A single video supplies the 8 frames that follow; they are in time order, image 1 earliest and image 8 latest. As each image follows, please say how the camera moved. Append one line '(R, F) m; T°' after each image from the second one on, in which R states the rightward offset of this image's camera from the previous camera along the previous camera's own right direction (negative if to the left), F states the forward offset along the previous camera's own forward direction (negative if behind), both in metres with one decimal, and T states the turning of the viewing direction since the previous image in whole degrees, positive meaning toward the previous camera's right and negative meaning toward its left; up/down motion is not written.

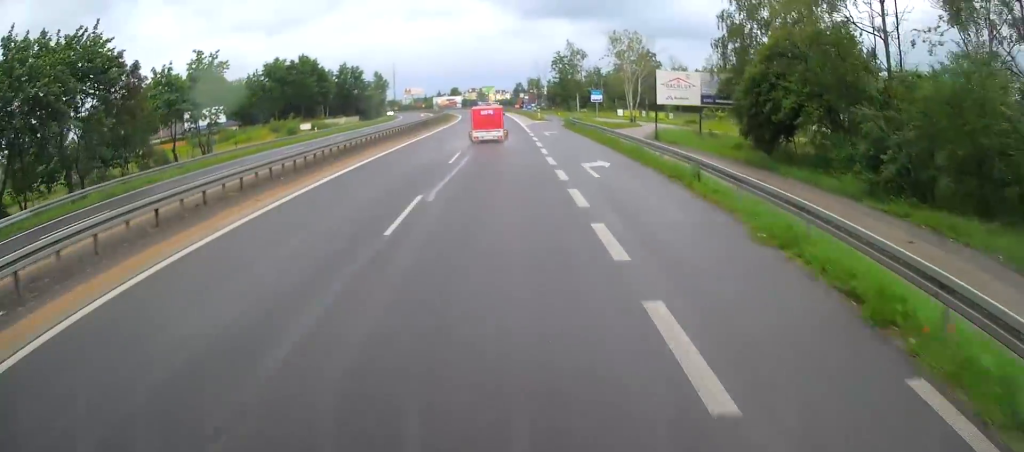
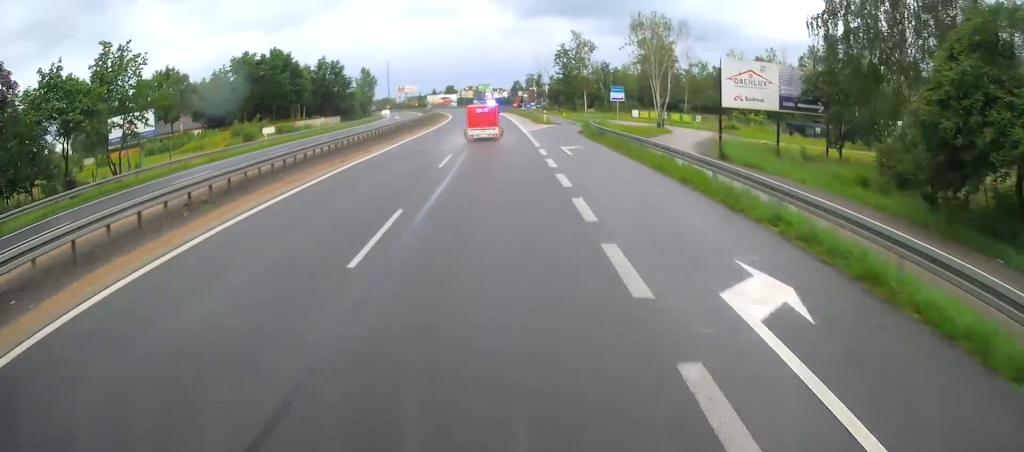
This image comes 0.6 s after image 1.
(-0.1, +13.8) m; 0°
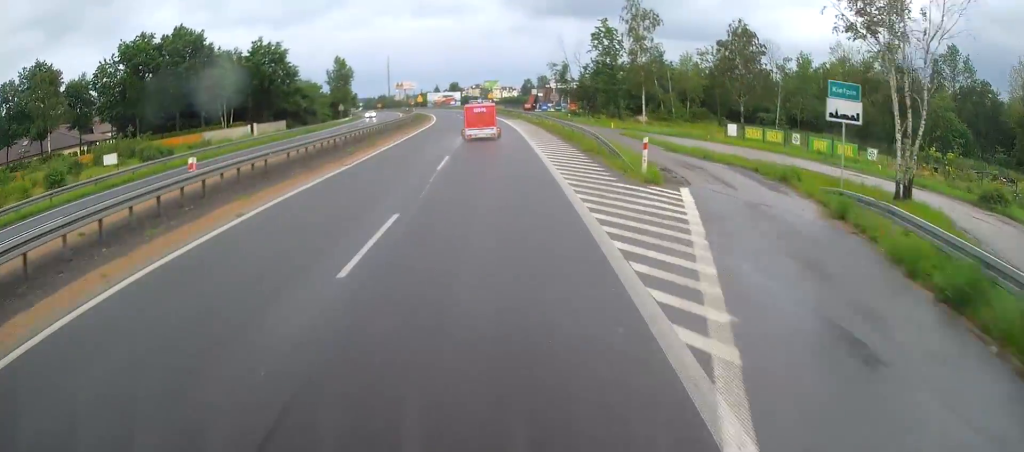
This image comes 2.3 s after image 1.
(+0.4, +35.5) m; 0°
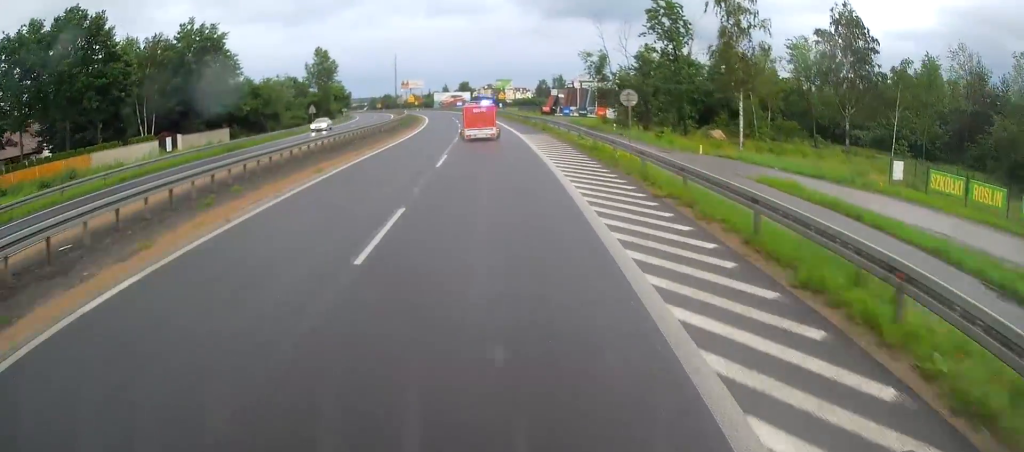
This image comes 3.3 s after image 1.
(-0.2, +22.8) m; -1°
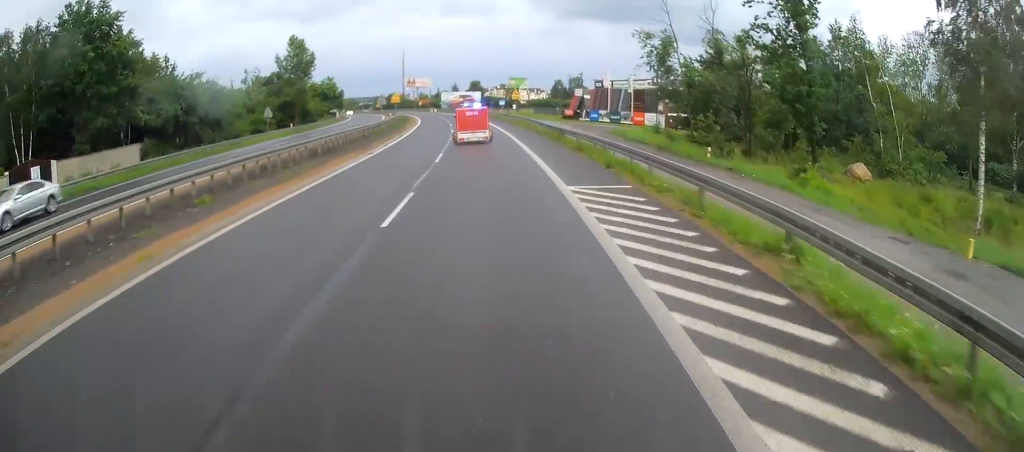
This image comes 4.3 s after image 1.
(-0.3, +20.9) m; -1°
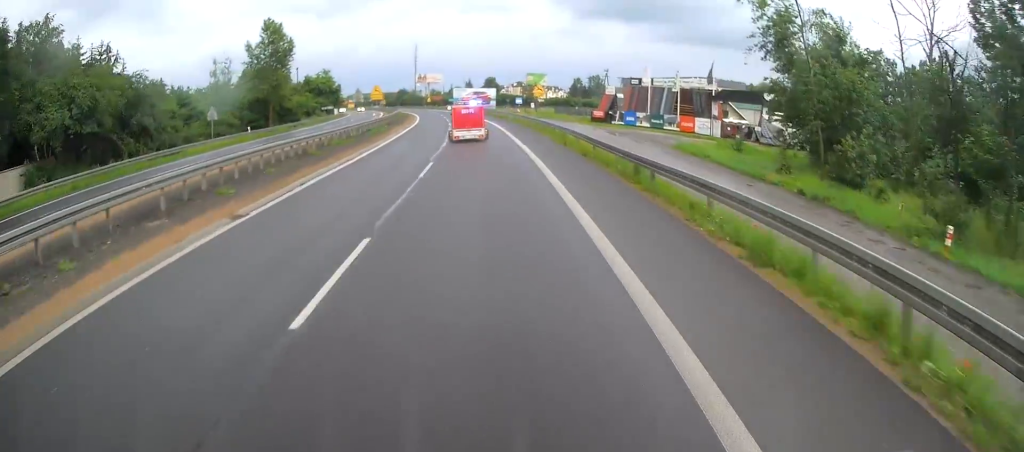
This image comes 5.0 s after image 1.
(-0.1, +16.6) m; -2°
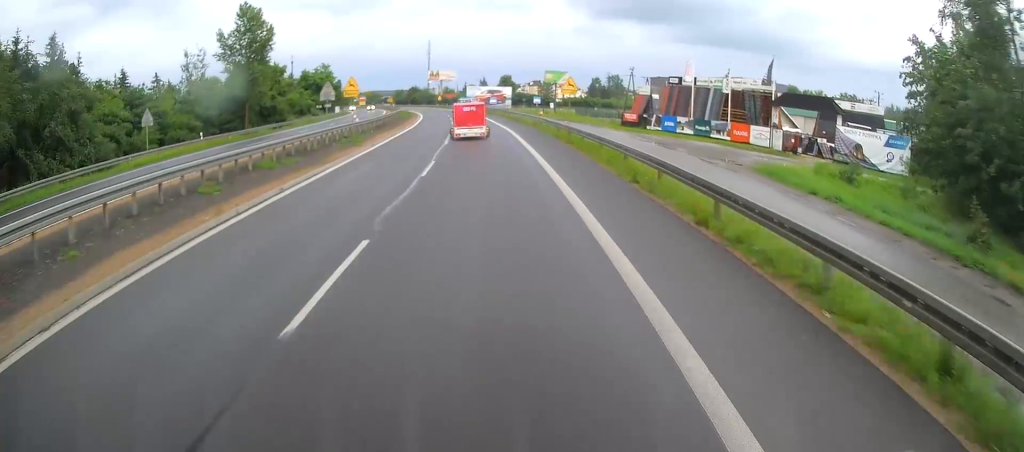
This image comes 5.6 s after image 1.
(+0.1, +12.2) m; -2°
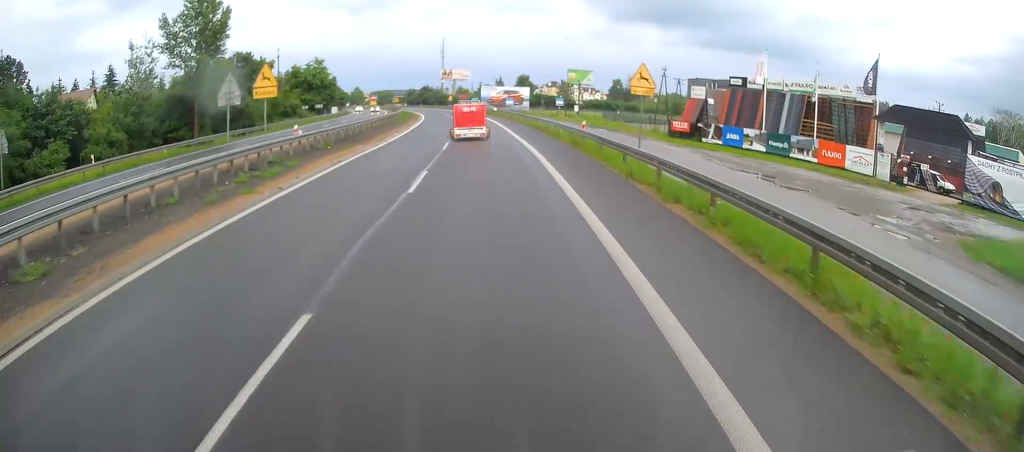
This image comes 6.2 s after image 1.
(-0.6, +15.3) m; -1°
